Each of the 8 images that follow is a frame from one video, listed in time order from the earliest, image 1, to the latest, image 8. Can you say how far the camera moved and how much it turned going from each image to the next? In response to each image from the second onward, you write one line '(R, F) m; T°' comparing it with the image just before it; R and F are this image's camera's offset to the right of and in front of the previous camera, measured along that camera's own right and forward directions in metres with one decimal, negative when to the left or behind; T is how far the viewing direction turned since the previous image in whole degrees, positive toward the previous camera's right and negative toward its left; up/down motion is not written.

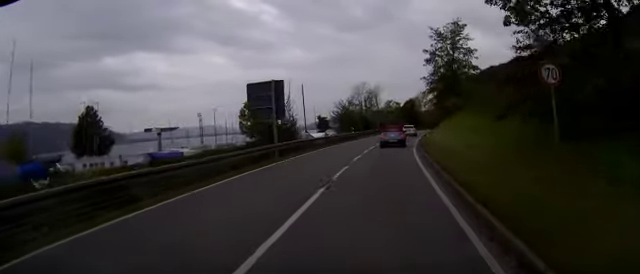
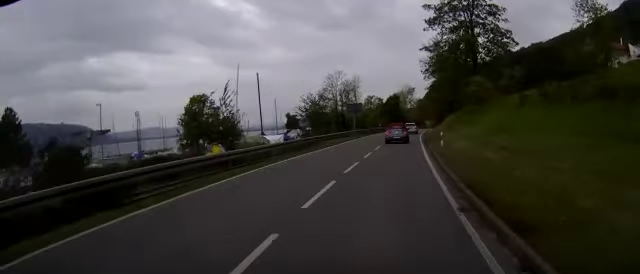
(+0.5, +23.0) m; +2°
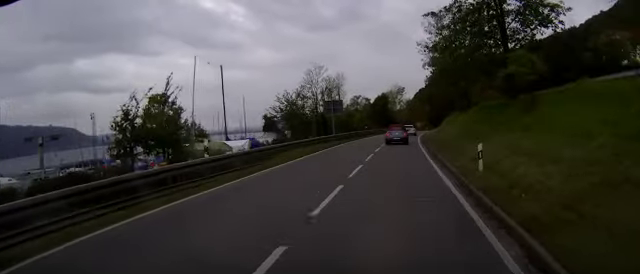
(+0.2, +12.6) m; +2°
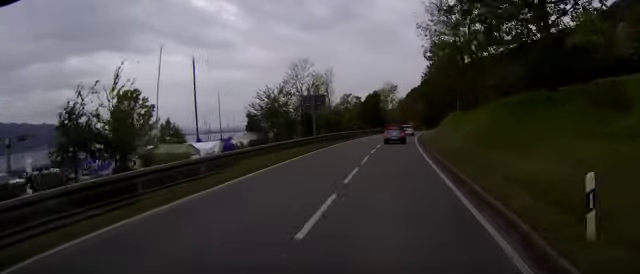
(0.0, +8.2) m; +1°
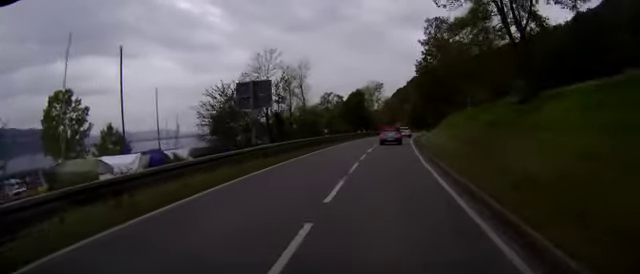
(+0.3, +14.9) m; +2°
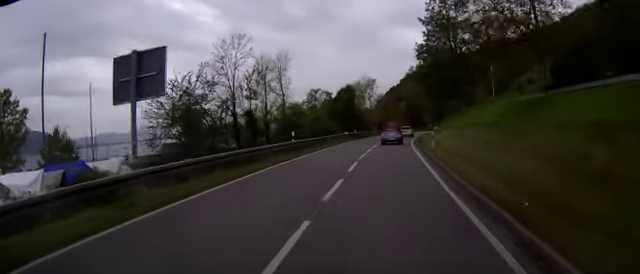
(+0.1, +11.7) m; +1°
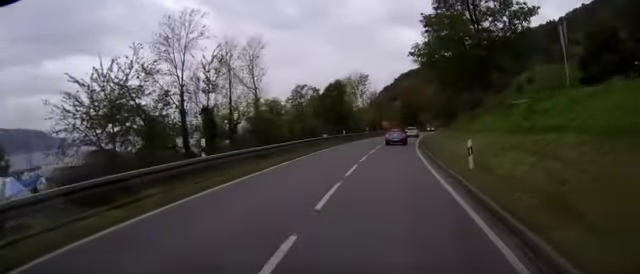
(+0.1, +13.0) m; +1°
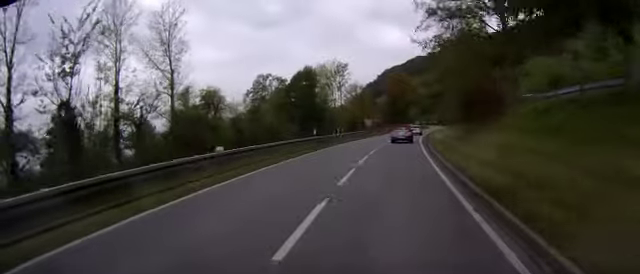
(+0.3, +21.4) m; +2°
